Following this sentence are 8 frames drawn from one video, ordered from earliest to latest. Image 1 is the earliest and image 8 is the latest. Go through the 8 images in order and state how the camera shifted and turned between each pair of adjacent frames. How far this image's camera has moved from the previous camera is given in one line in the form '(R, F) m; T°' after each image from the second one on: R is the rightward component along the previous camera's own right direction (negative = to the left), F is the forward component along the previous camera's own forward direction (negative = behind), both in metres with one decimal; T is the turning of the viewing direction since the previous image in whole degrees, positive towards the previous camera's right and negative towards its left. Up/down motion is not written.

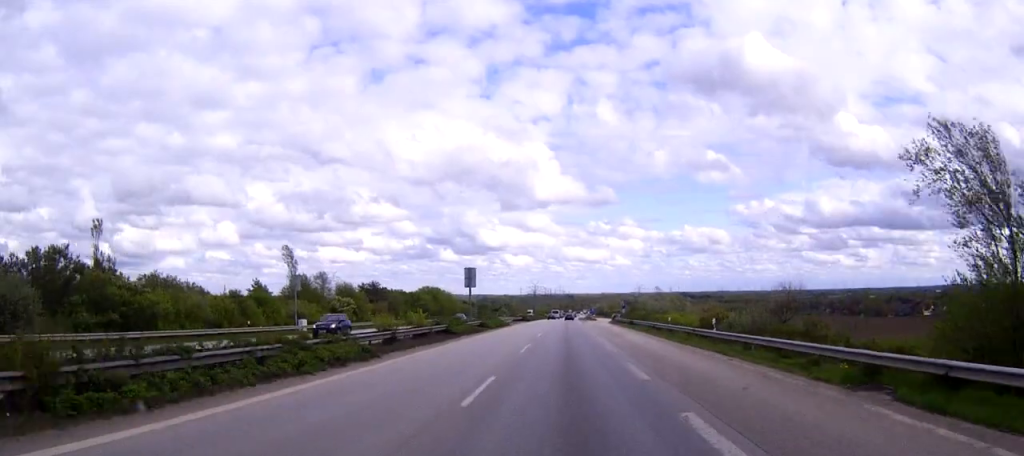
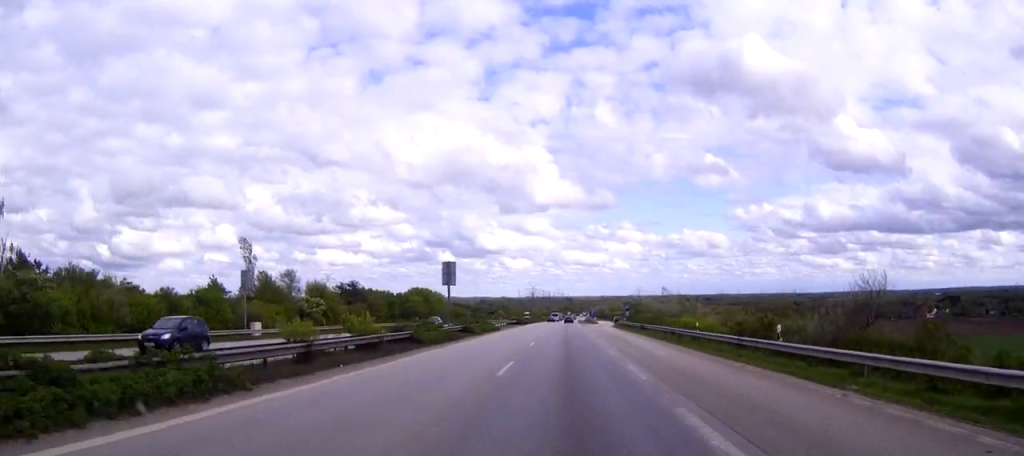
(0.0, +11.4) m; 0°
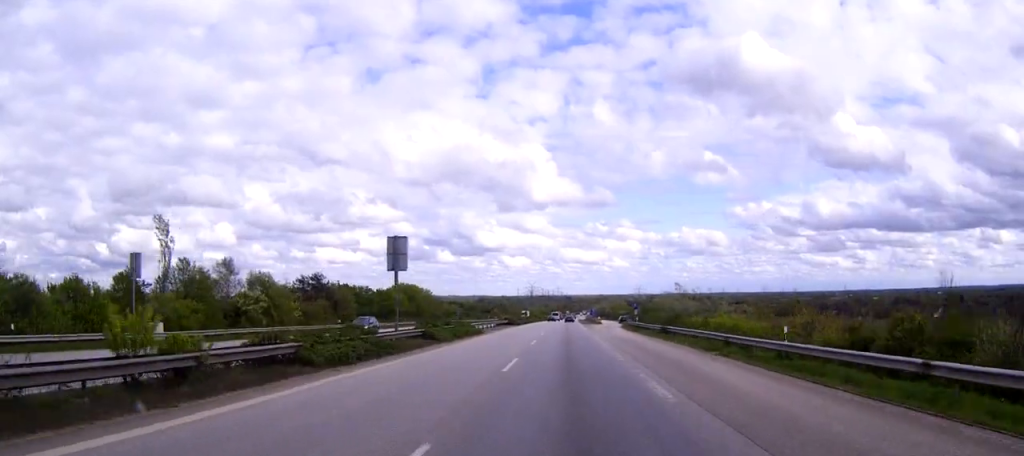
(0.0, +16.7) m; 0°
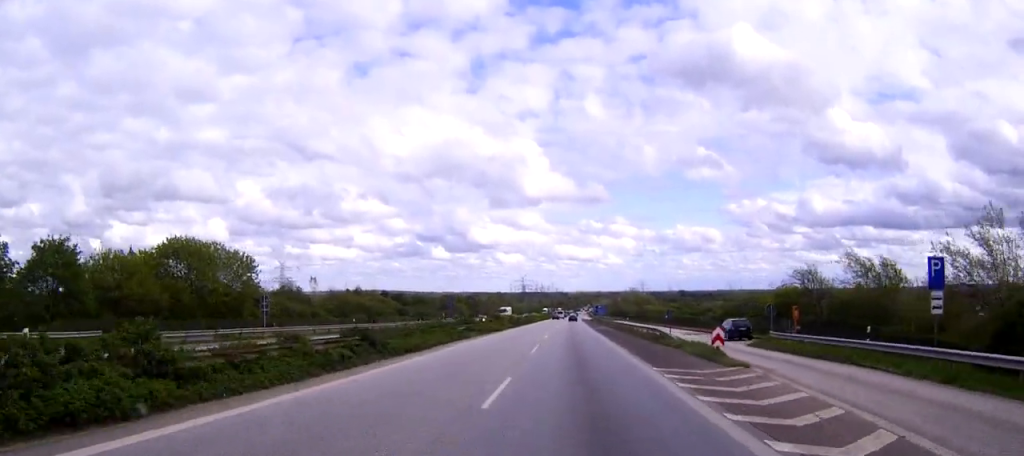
(+0.2, +98.7) m; 0°
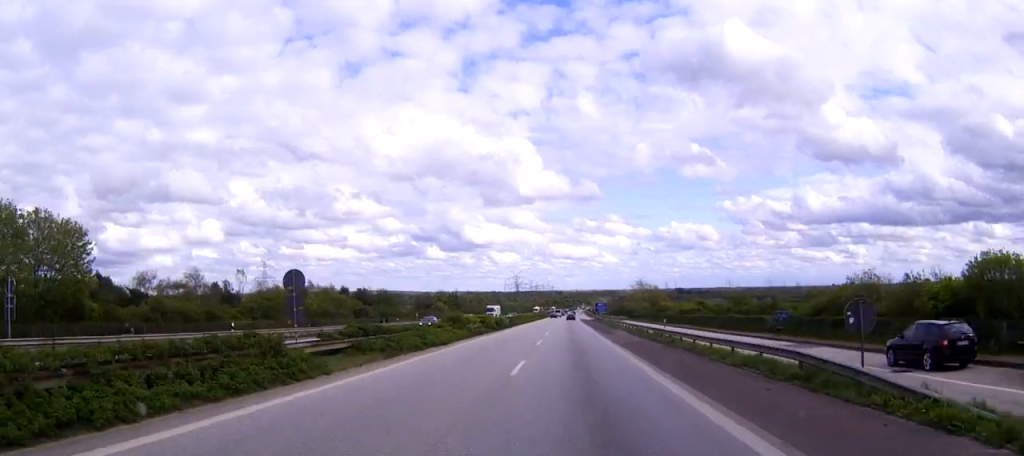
(+0.1, +29.0) m; 0°
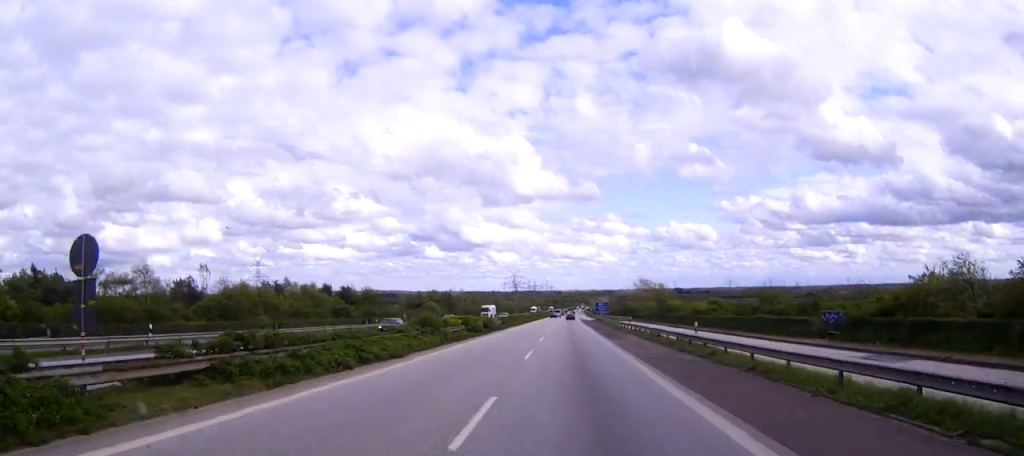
(0.0, +10.9) m; 0°
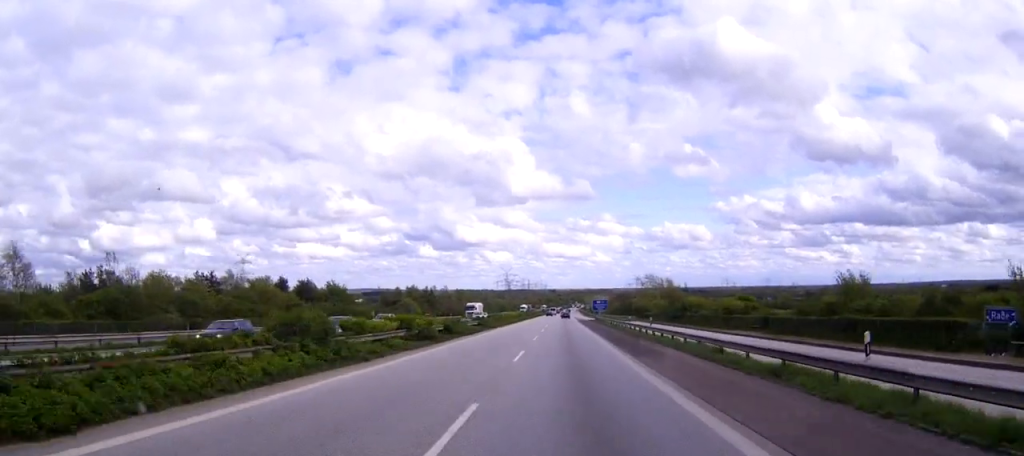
(0.0, +20.1) m; 0°
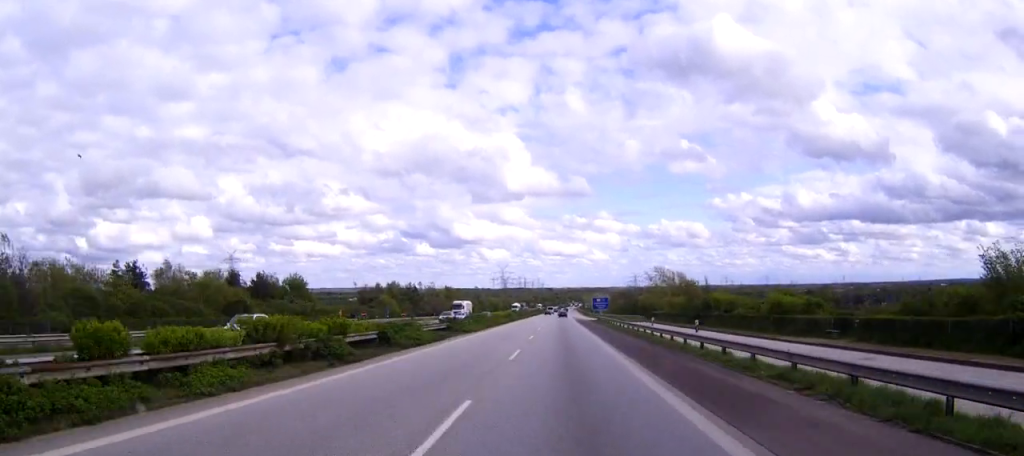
(0.0, +17.5) m; 0°
